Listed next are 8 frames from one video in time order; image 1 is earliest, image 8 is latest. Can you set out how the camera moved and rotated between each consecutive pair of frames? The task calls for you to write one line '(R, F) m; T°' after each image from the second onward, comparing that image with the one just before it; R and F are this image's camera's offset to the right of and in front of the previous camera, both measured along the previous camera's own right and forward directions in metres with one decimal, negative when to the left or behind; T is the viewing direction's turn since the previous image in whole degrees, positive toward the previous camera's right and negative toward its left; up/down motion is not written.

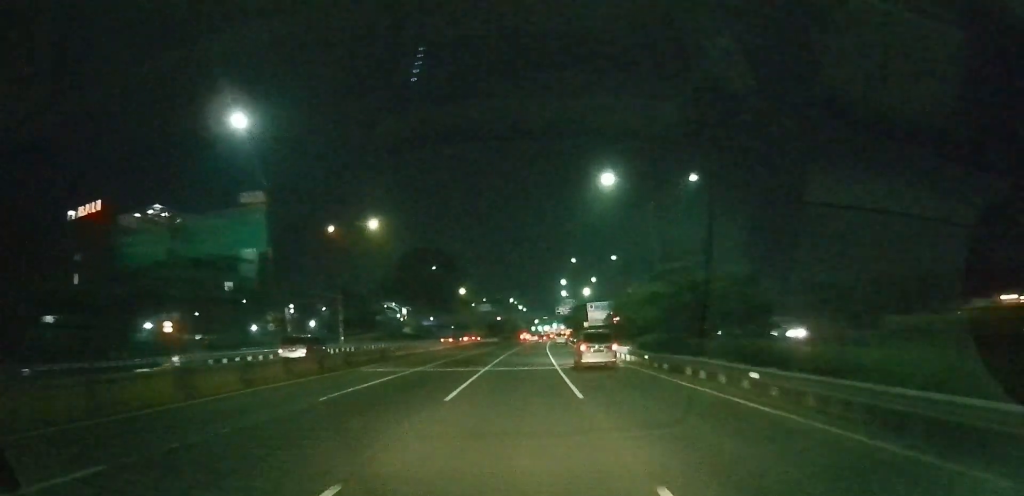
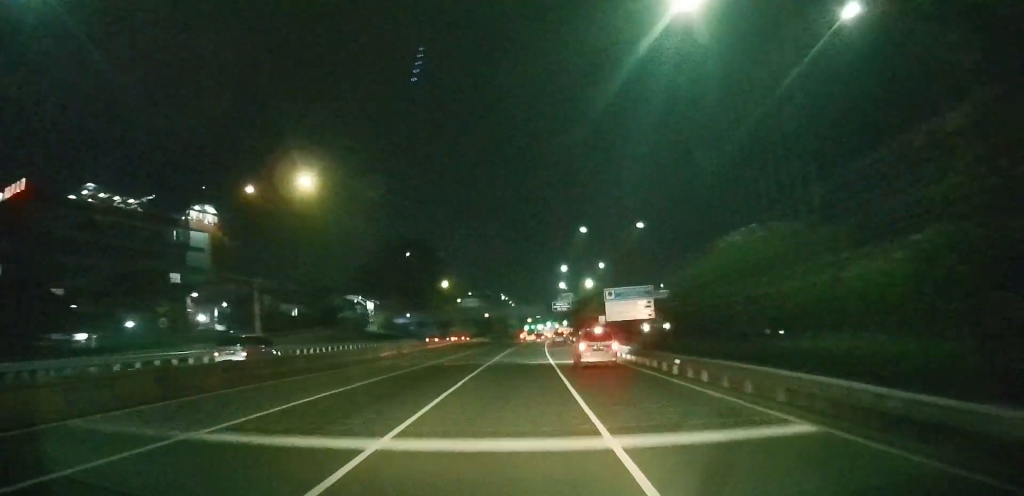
(+0.1, +19.8) m; +1°
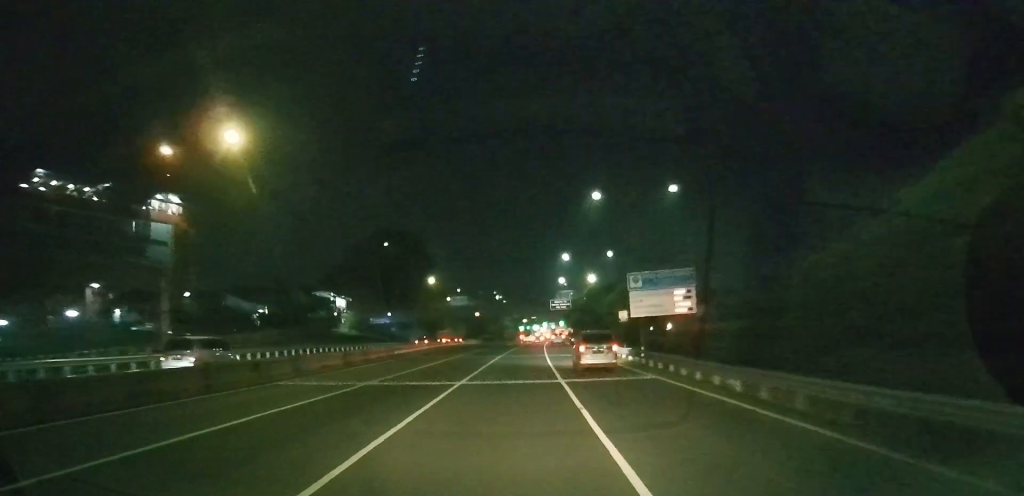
(0.0, +13.0) m; 0°
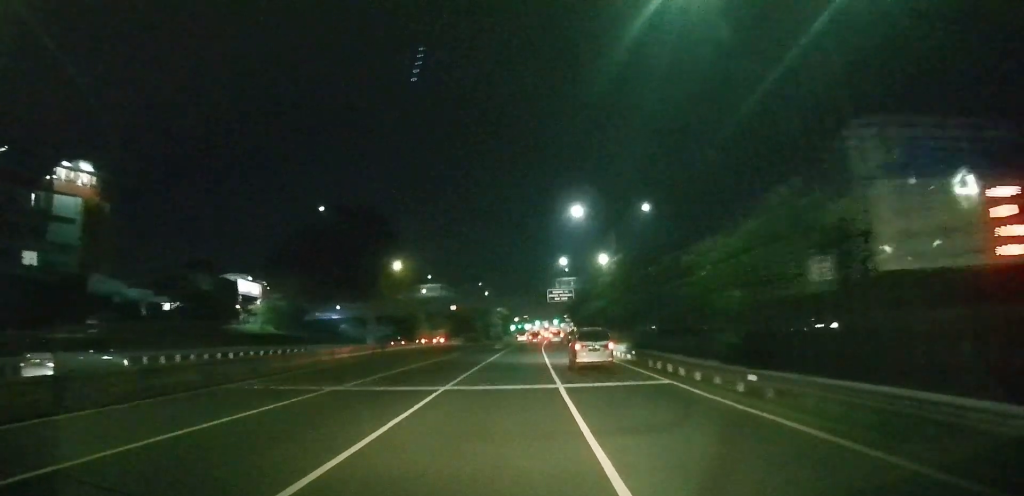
(0.0, +26.2) m; +1°
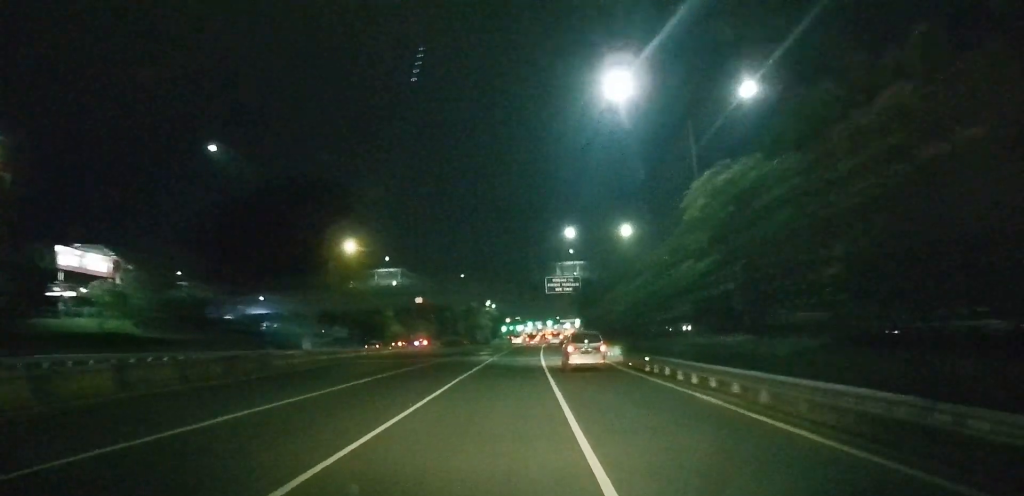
(+0.3, +24.6) m; +1°
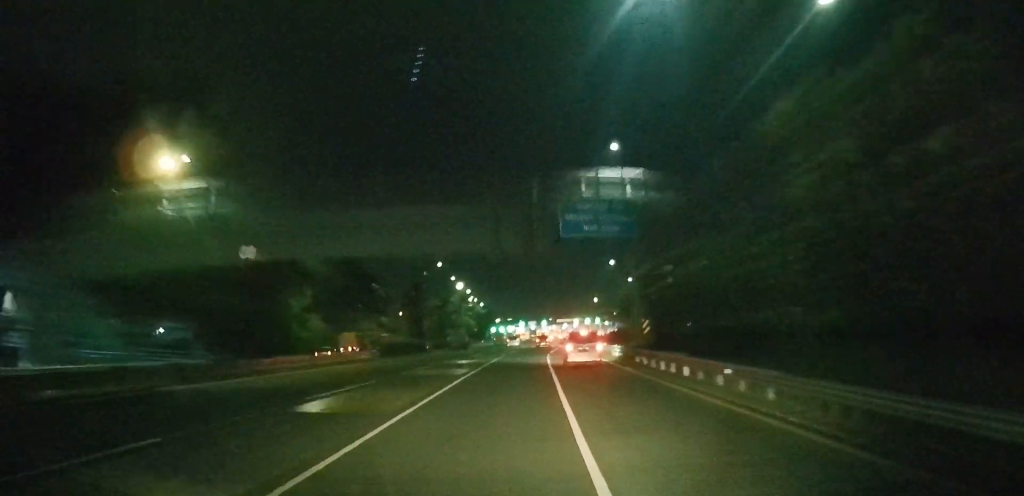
(+0.3, +42.9) m; 0°
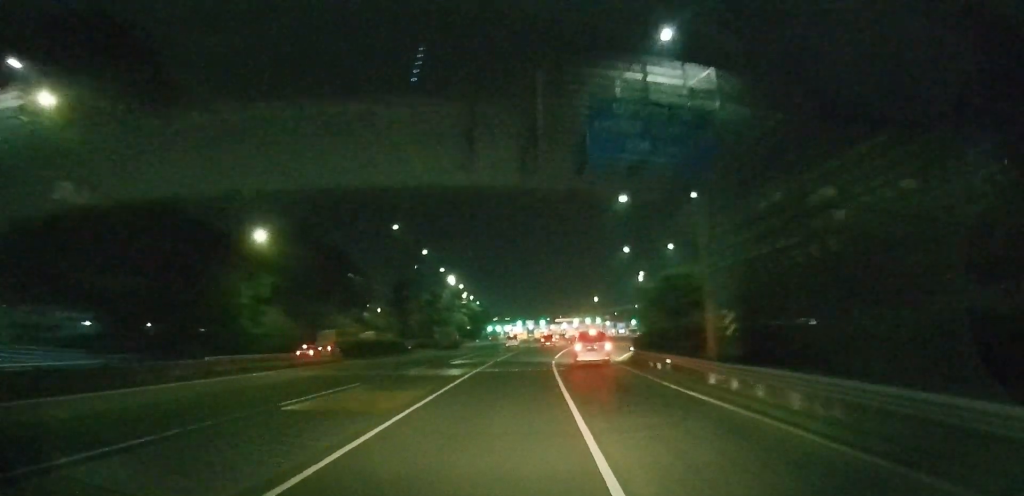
(0.0, +13.8) m; 0°
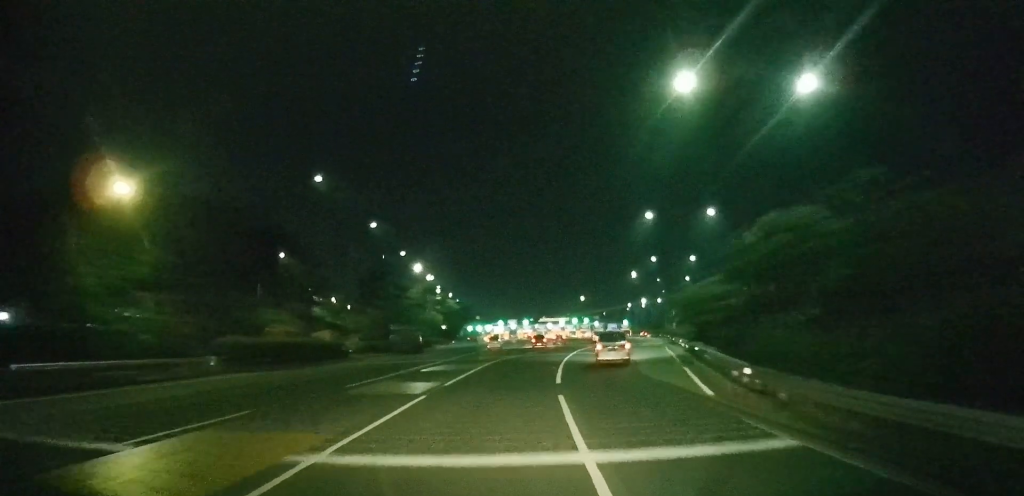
(+0.1, +21.7) m; 0°
